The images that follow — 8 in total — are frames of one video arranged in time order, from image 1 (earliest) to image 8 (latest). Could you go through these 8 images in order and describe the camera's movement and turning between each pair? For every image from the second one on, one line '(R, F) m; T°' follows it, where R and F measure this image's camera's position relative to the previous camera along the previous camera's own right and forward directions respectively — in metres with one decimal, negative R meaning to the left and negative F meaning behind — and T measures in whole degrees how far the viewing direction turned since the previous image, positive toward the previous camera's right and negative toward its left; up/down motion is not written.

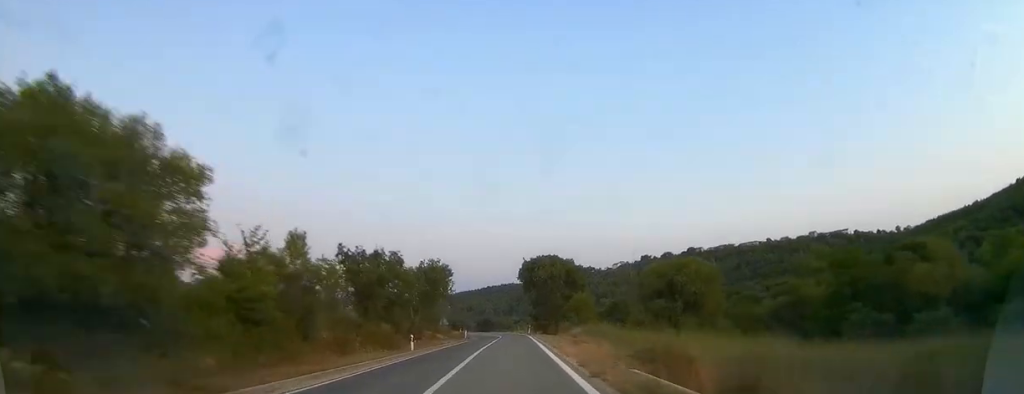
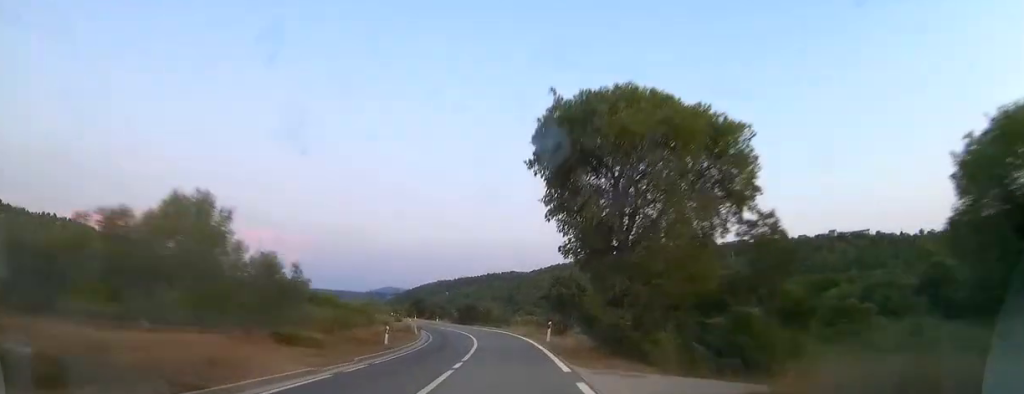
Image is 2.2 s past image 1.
(-0.3, +41.3) m; -2°
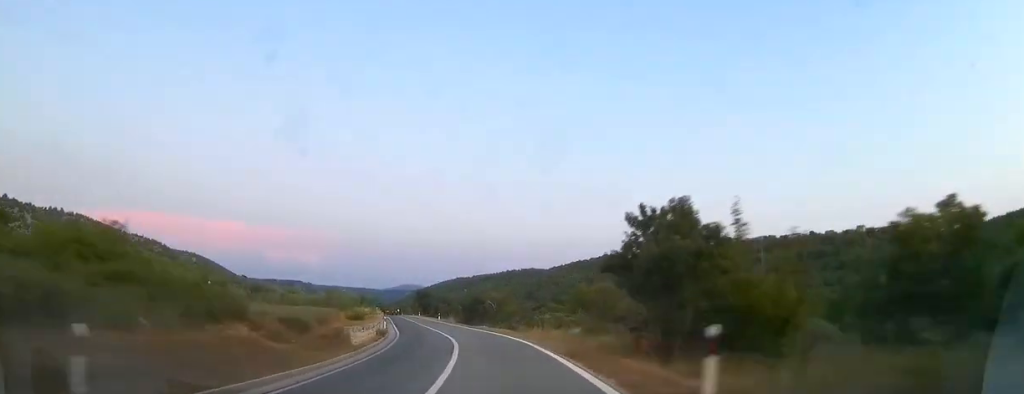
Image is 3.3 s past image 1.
(+0.3, +20.6) m; -2°
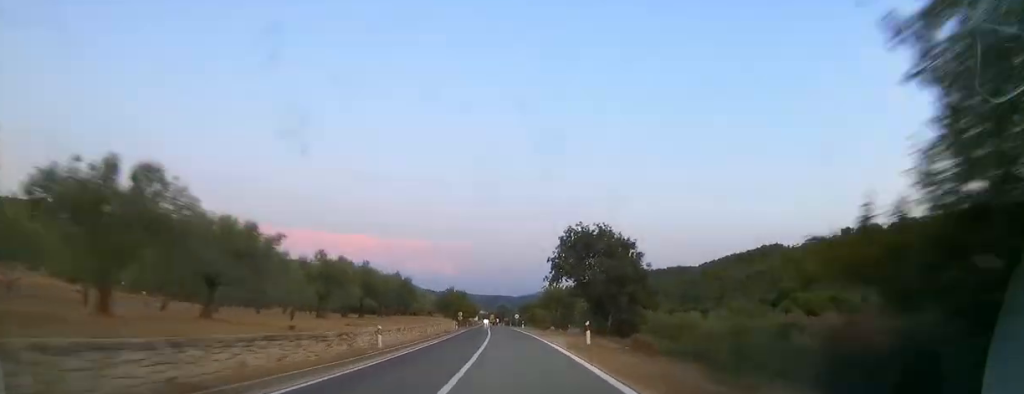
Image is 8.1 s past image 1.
(-13.0, +98.4) m; -12°
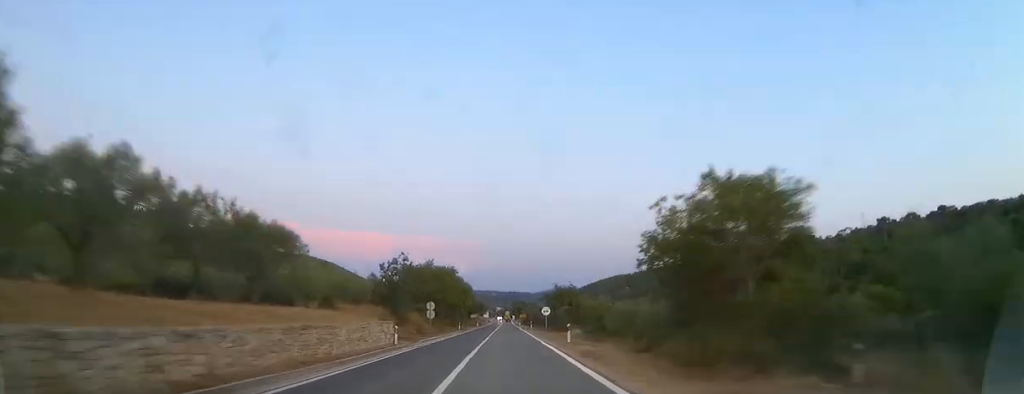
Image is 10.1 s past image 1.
(-0.3, +40.7) m; -1°
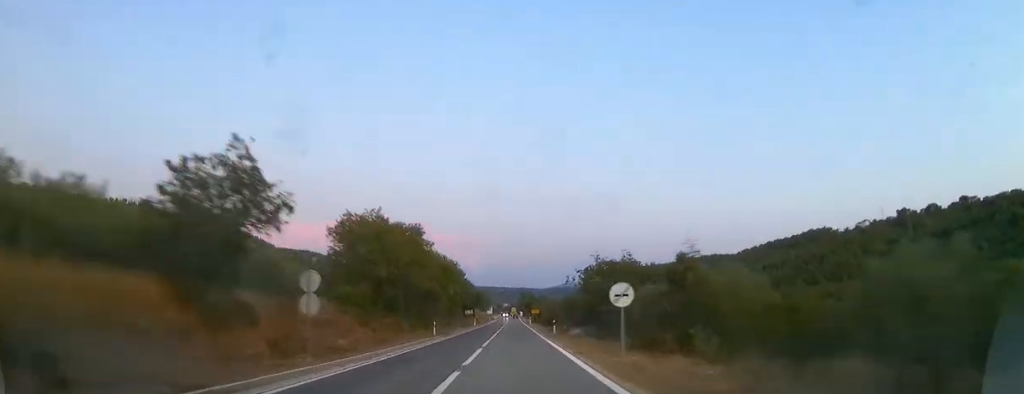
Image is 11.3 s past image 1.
(0.0, +25.1) m; -1°
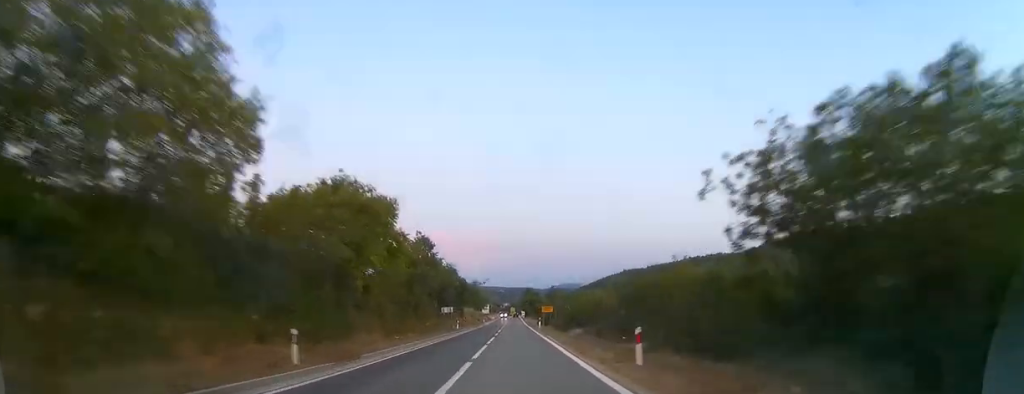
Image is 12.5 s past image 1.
(-0.3, +24.5) m; -1°
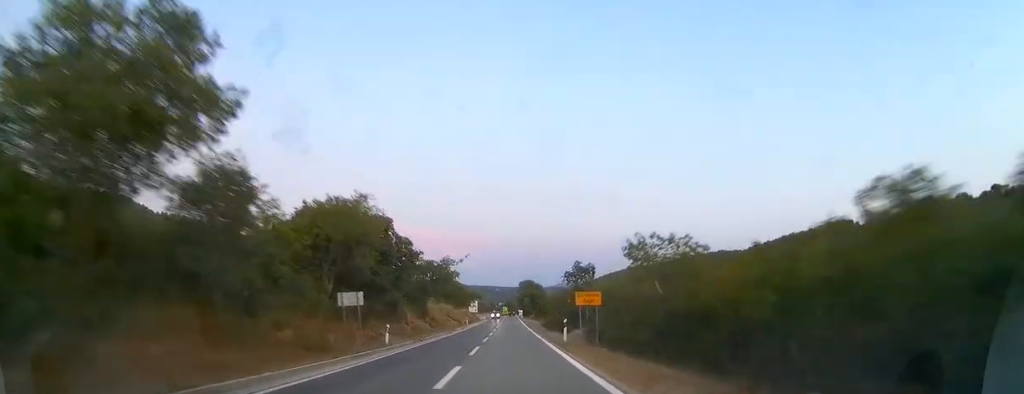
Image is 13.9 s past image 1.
(-0.3, +28.1) m; 0°
